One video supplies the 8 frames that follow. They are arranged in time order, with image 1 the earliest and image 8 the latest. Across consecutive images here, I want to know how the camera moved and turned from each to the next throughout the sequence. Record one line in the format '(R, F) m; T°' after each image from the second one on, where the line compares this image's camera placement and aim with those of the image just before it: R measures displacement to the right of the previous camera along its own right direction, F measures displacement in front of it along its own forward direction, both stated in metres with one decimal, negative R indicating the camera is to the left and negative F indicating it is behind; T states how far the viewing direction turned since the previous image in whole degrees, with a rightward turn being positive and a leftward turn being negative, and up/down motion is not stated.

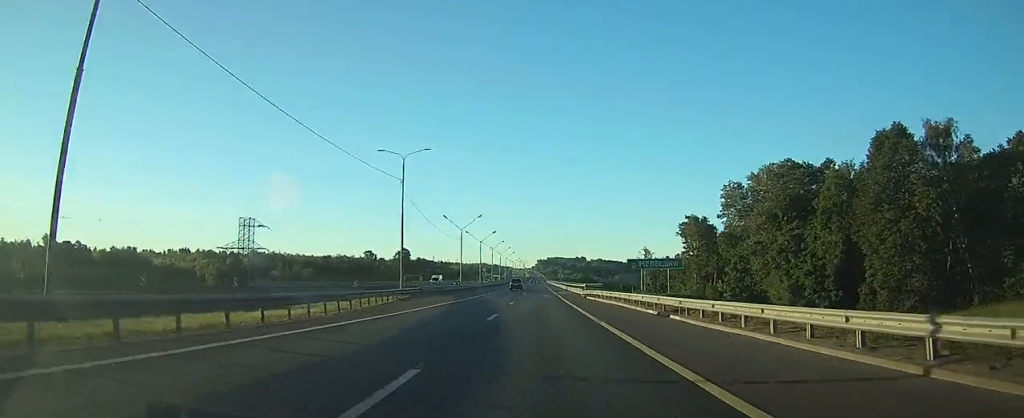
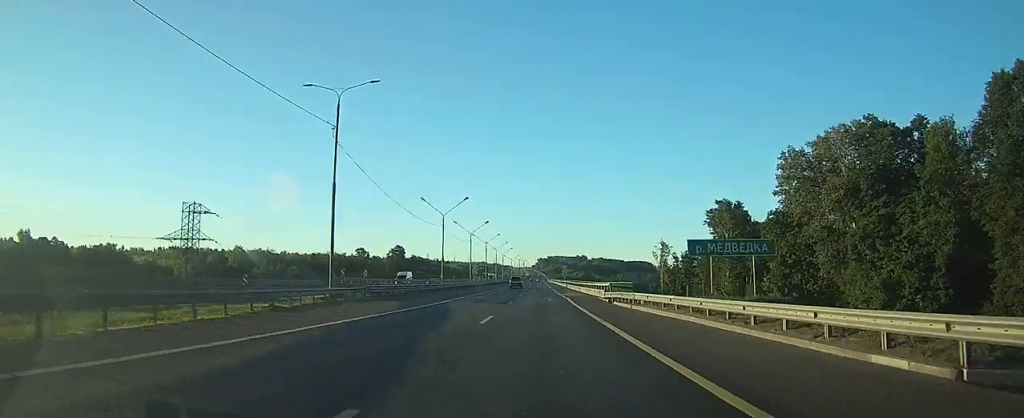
(0.0, +19.1) m; 0°
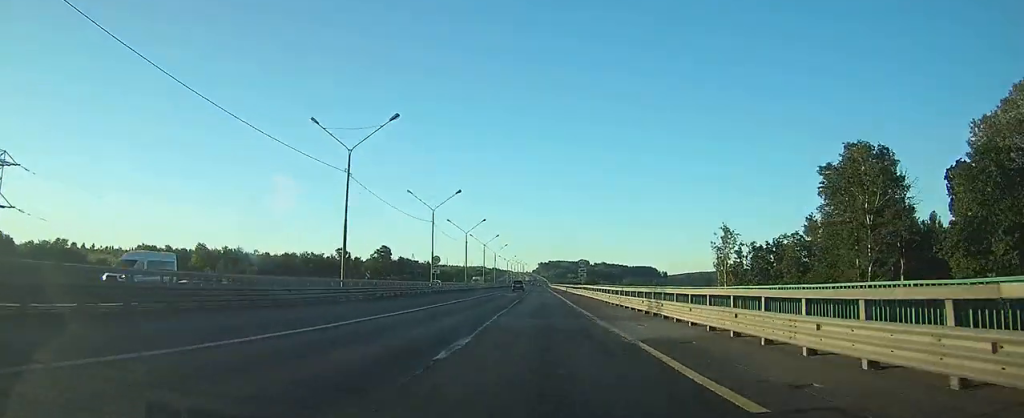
(0.0, +40.8) m; 0°
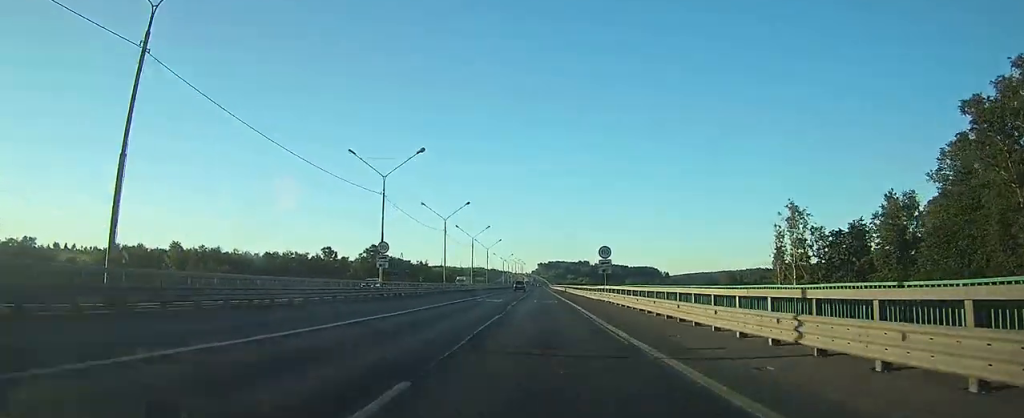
(0.0, +22.7) m; 0°
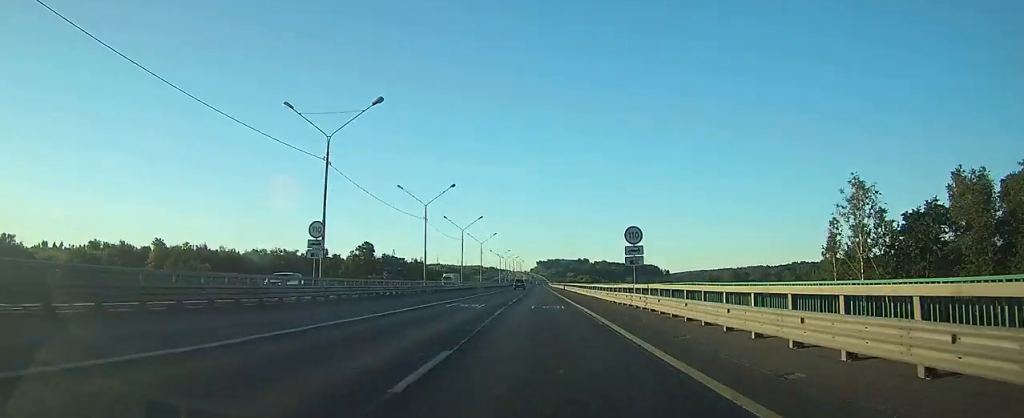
(0.0, +13.2) m; 0°
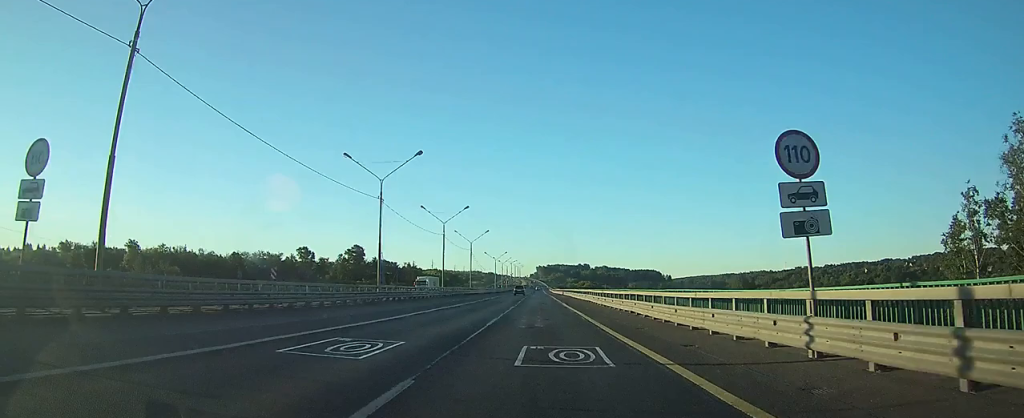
(0.0, +19.1) m; 0°
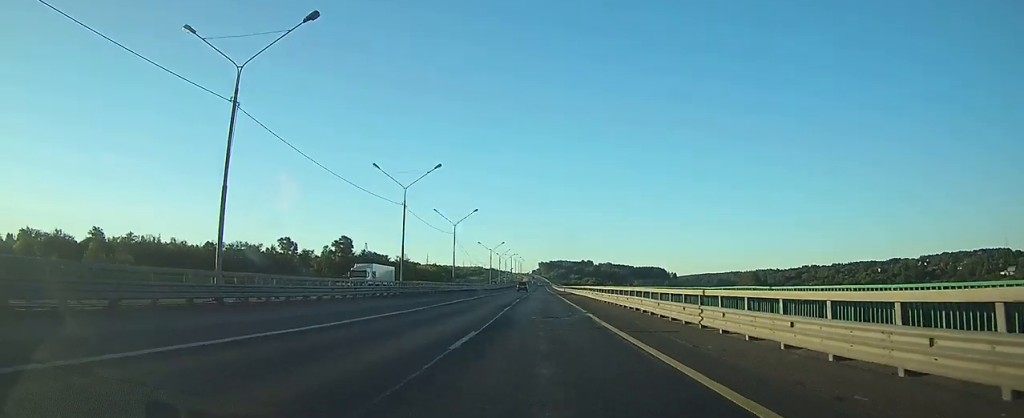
(0.0, +24.8) m; 0°
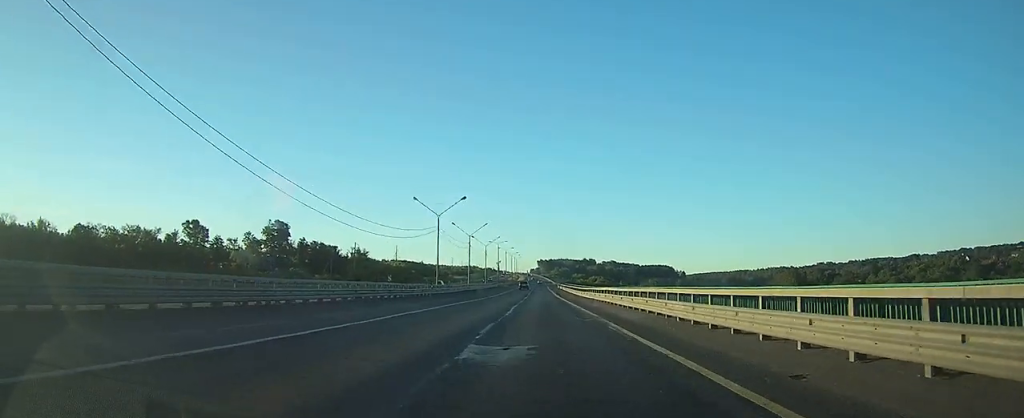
(+0.3, +75.9) m; 0°
